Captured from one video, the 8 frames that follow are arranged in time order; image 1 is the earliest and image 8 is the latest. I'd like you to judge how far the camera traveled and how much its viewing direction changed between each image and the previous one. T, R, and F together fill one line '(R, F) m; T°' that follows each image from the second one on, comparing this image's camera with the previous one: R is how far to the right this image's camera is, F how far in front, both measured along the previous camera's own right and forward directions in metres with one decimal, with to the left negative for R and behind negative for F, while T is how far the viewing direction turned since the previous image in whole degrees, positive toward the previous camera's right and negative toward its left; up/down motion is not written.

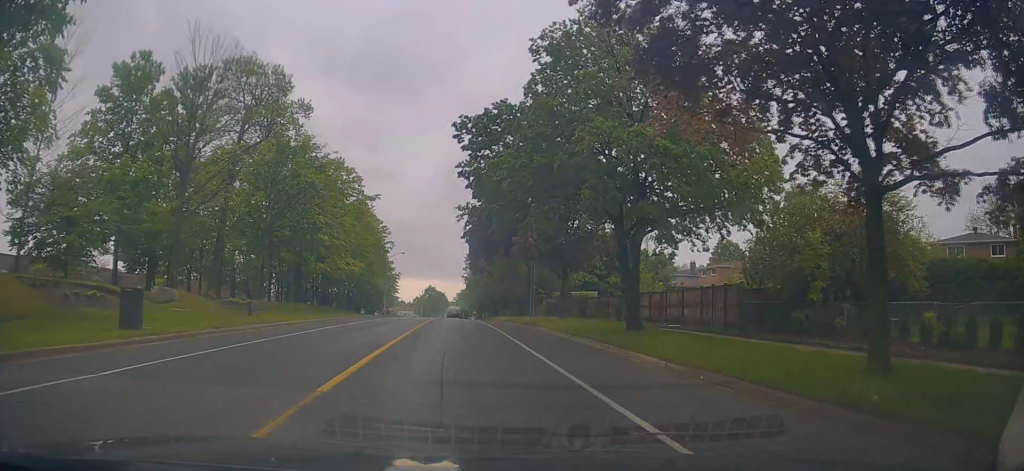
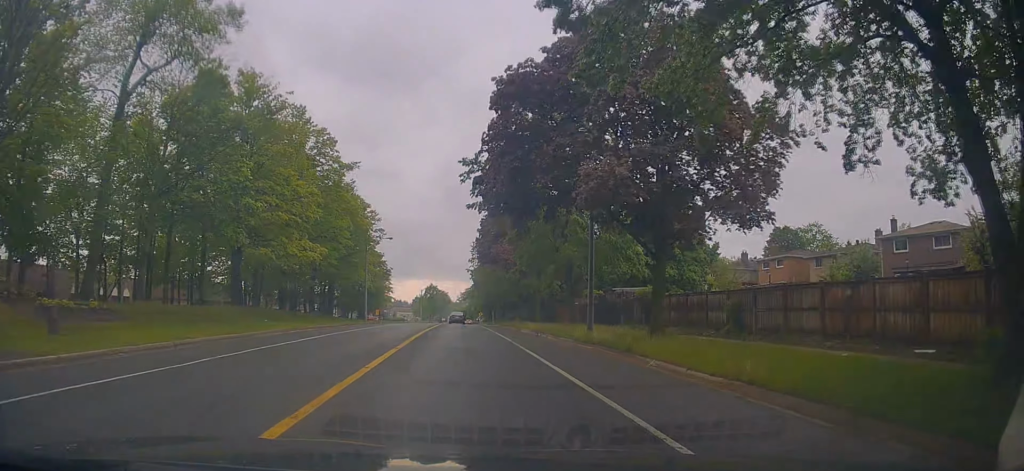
(-0.8, +17.6) m; -2°
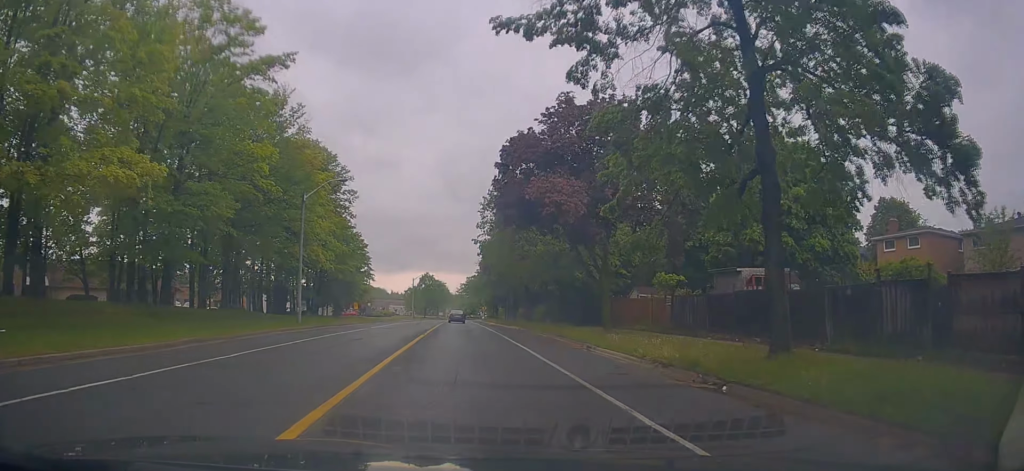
(+1.0, +23.4) m; +2°
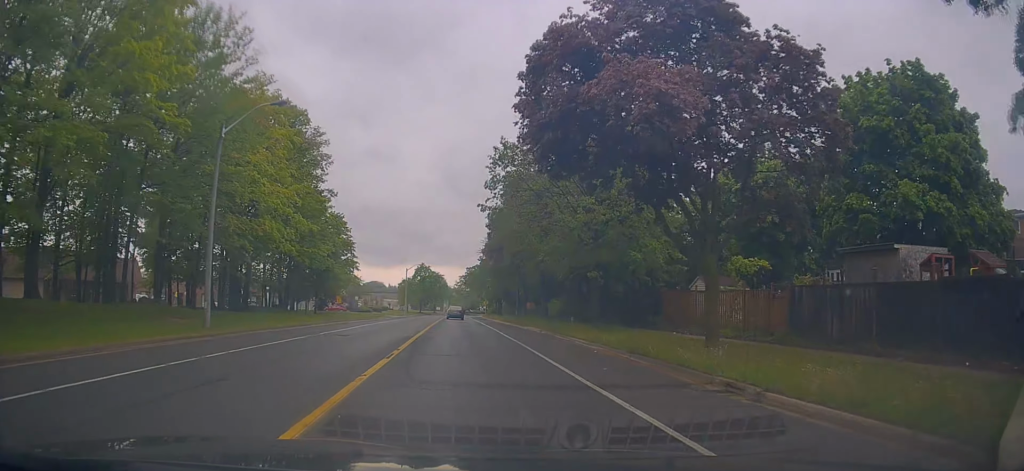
(-0.4, +11.6) m; -3°
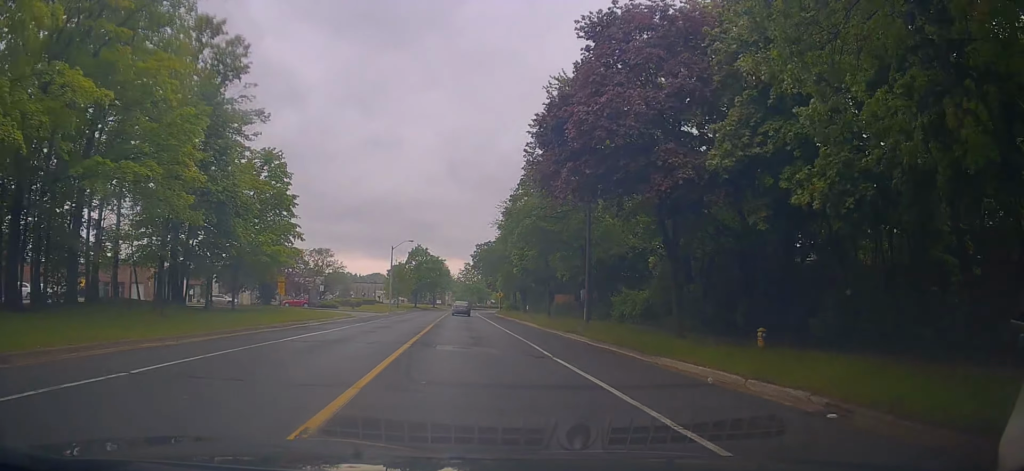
(0.0, +27.3) m; +2°
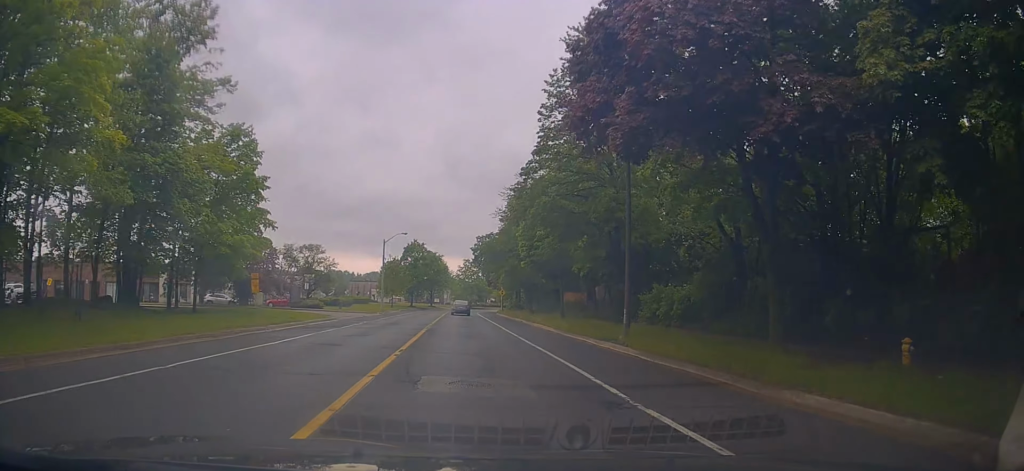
(+0.1, +6.6) m; 0°
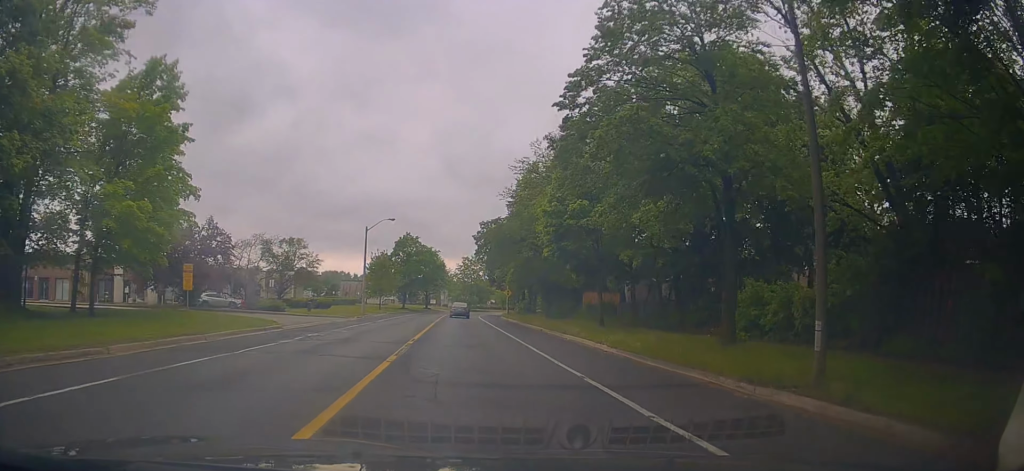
(+0.1, +11.9) m; -2°
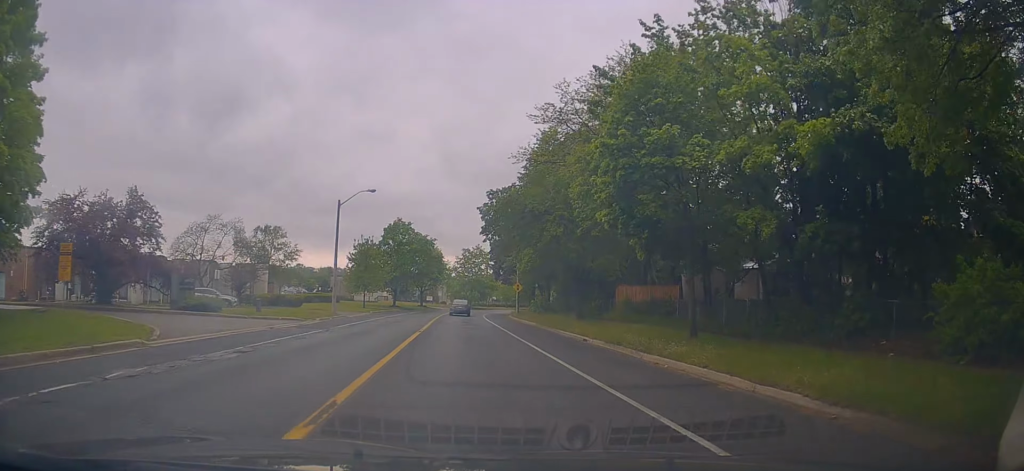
(-0.5, +12.0) m; 0°
